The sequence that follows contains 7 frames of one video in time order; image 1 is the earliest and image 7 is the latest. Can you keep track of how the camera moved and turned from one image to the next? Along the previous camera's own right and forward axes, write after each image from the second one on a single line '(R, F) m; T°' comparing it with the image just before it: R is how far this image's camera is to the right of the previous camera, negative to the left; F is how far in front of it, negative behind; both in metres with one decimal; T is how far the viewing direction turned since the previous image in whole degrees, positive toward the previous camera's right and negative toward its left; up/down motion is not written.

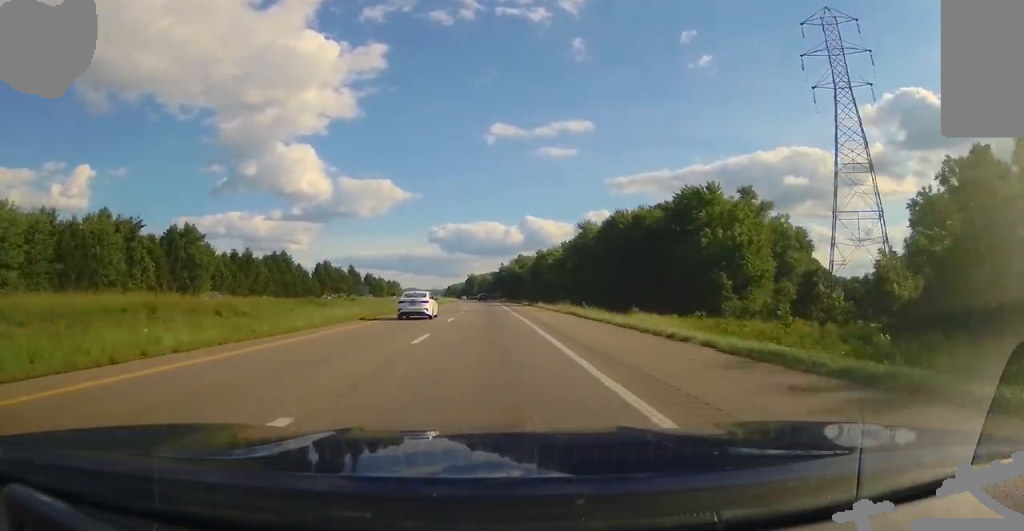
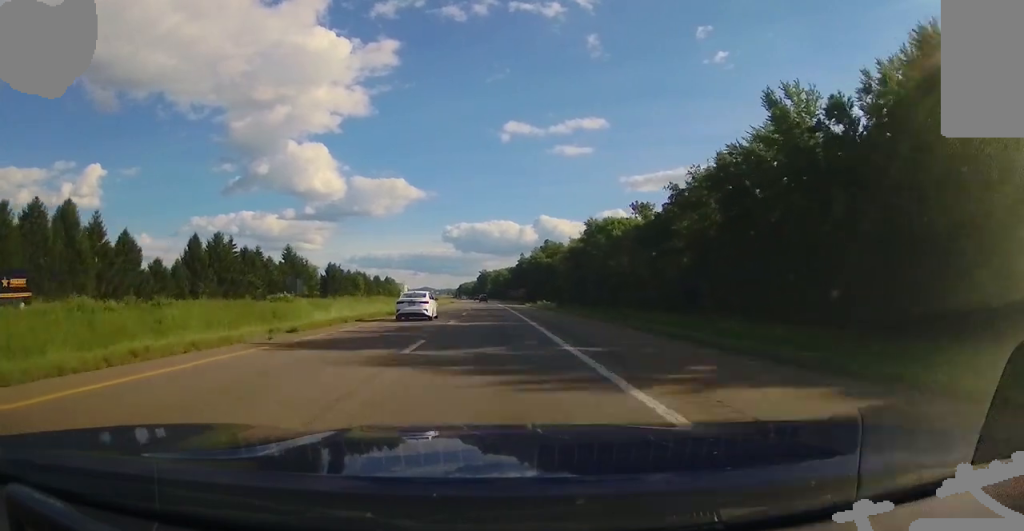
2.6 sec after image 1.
(-2.0, +88.0) m; -2°
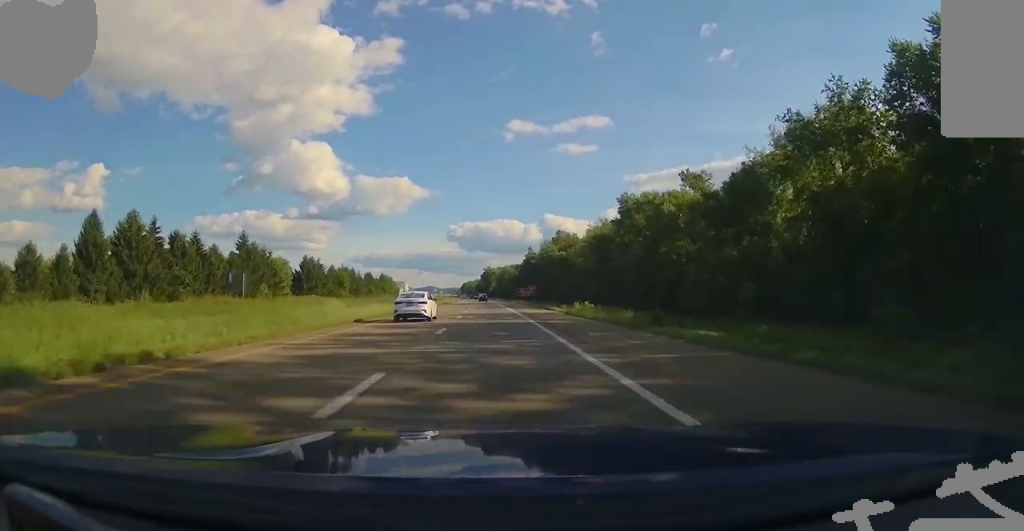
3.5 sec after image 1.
(0.0, +31.0) m; 0°
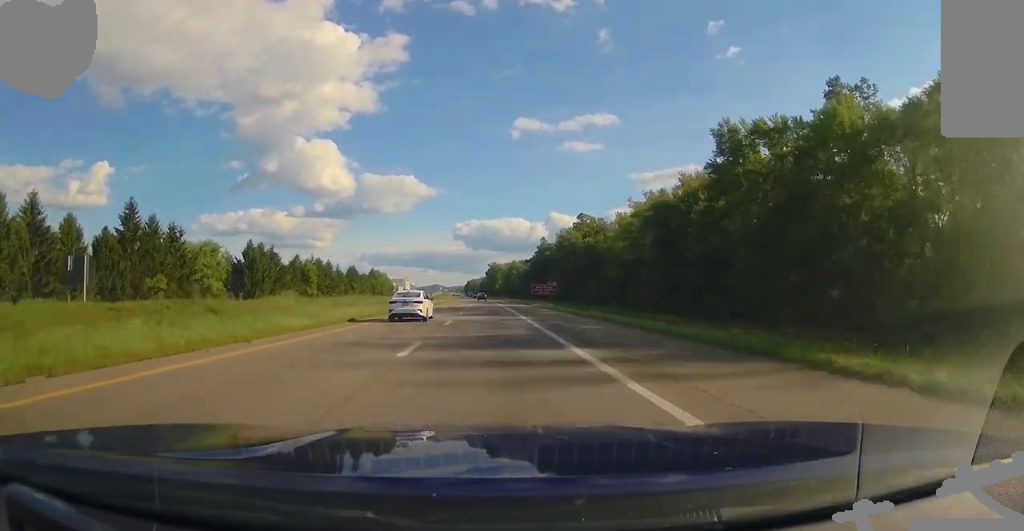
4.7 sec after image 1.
(0.0, +43.6) m; 0°
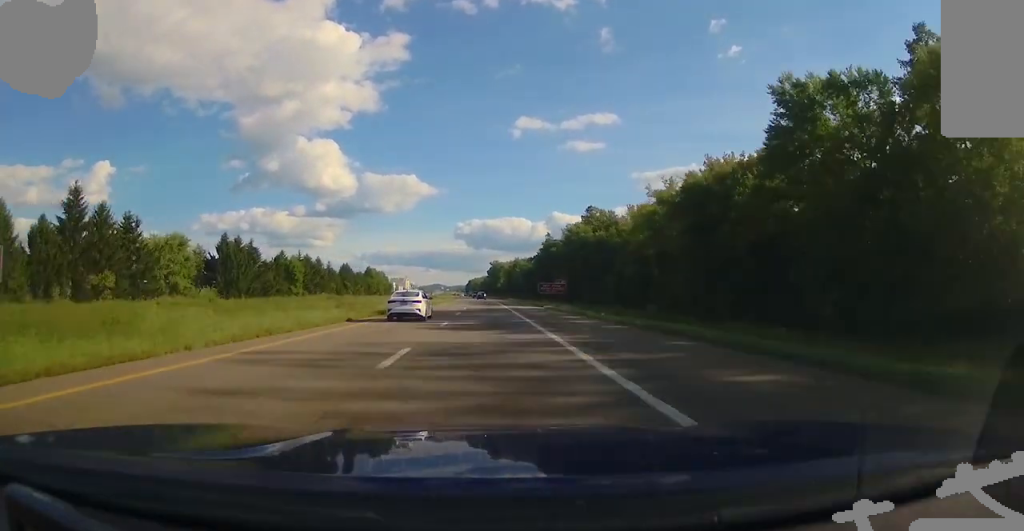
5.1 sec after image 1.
(0.0, +13.7) m; 0°
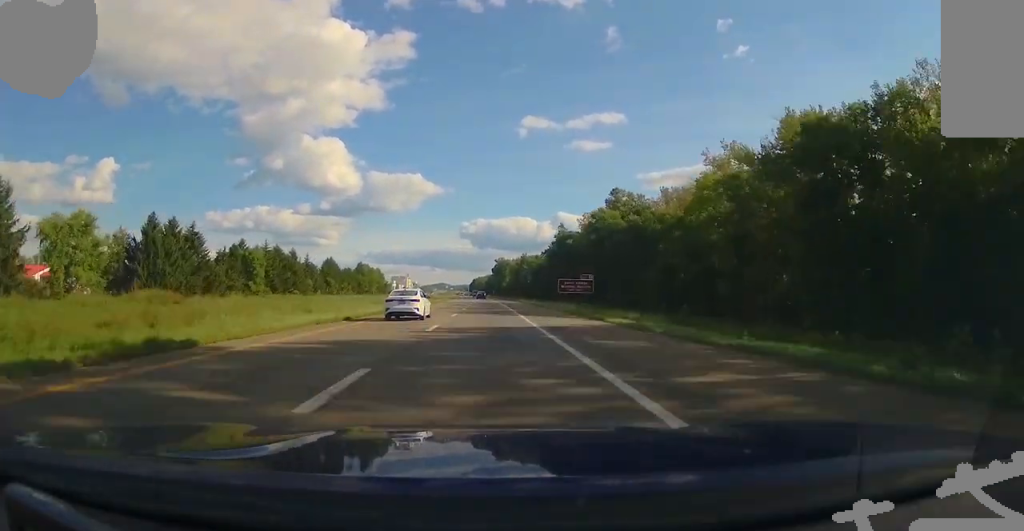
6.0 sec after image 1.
(0.0, +28.6) m; -1°
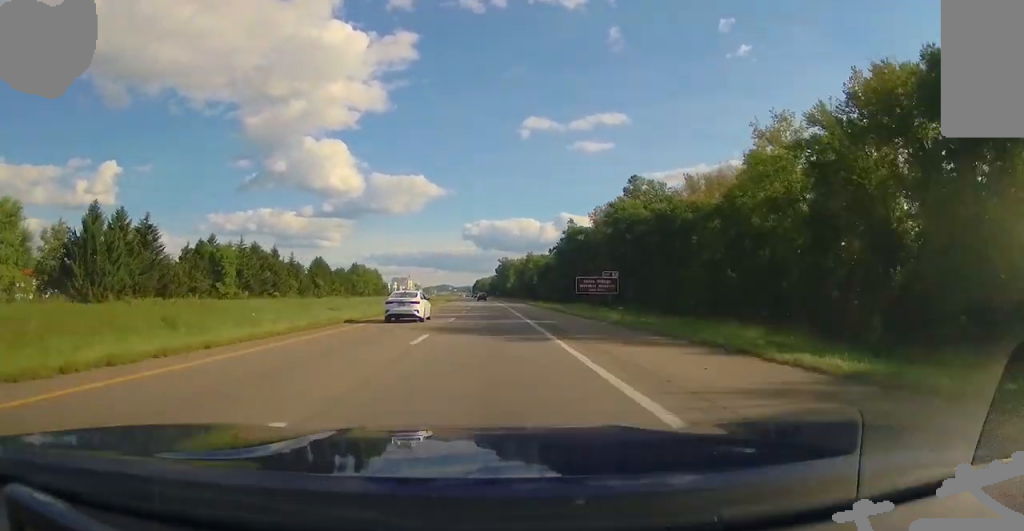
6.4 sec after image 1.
(+0.3, +15.9) m; -1°
